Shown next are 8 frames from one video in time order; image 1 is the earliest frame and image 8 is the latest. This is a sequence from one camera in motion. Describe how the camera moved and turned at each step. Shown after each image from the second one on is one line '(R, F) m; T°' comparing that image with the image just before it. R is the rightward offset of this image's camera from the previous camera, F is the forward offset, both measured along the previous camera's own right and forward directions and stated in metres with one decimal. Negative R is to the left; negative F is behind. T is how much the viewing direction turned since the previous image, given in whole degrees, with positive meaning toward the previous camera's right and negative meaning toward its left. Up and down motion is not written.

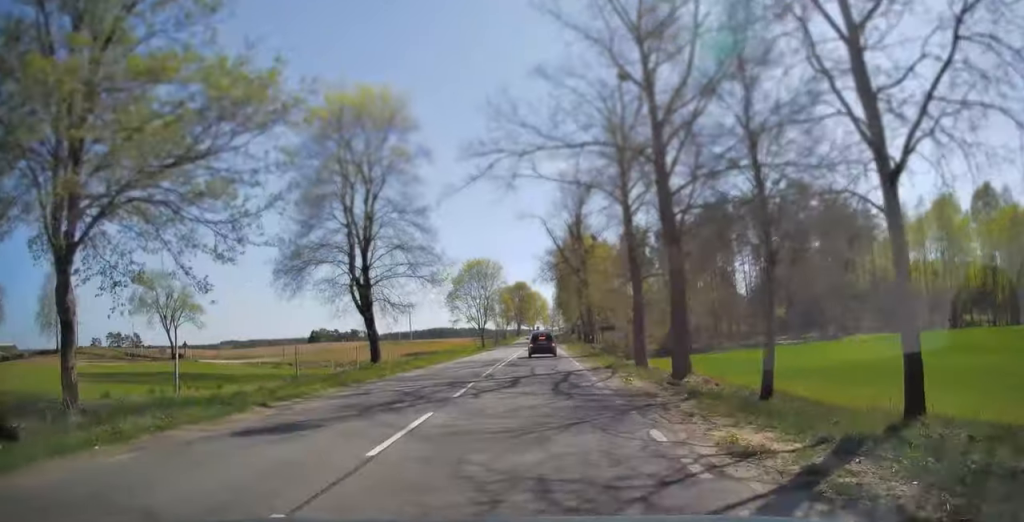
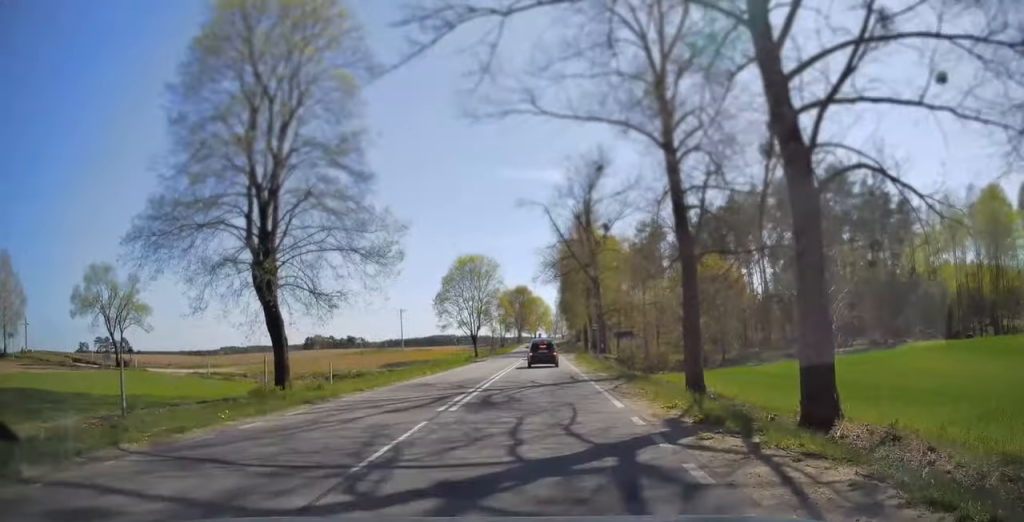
(-0.1, +13.3) m; 0°
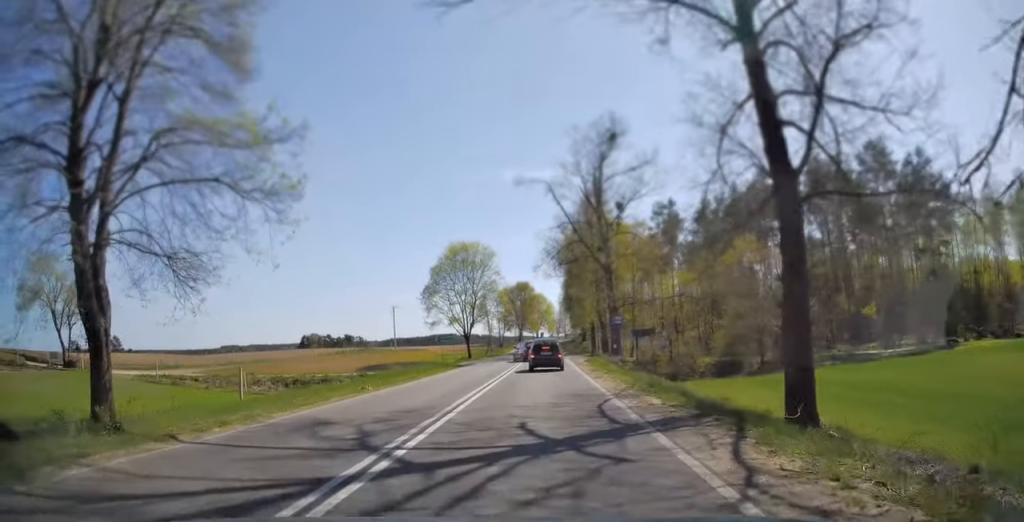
(+0.1, +10.4) m; 0°
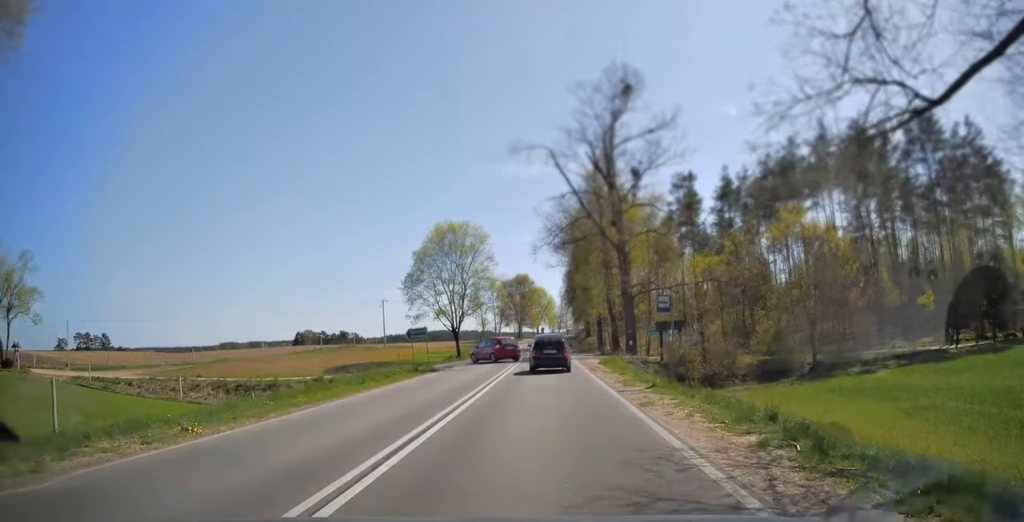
(0.0, +10.1) m; 0°
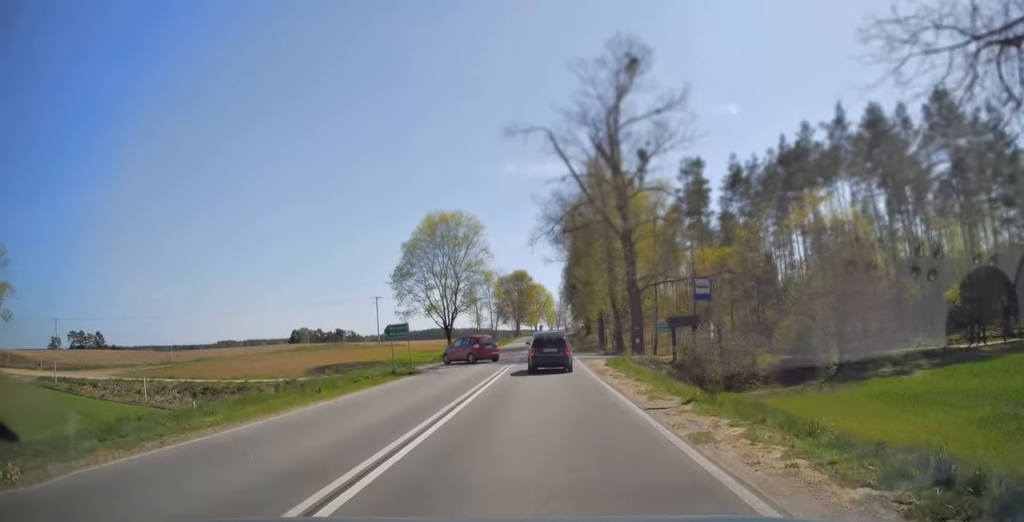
(0.0, +4.1) m; 0°
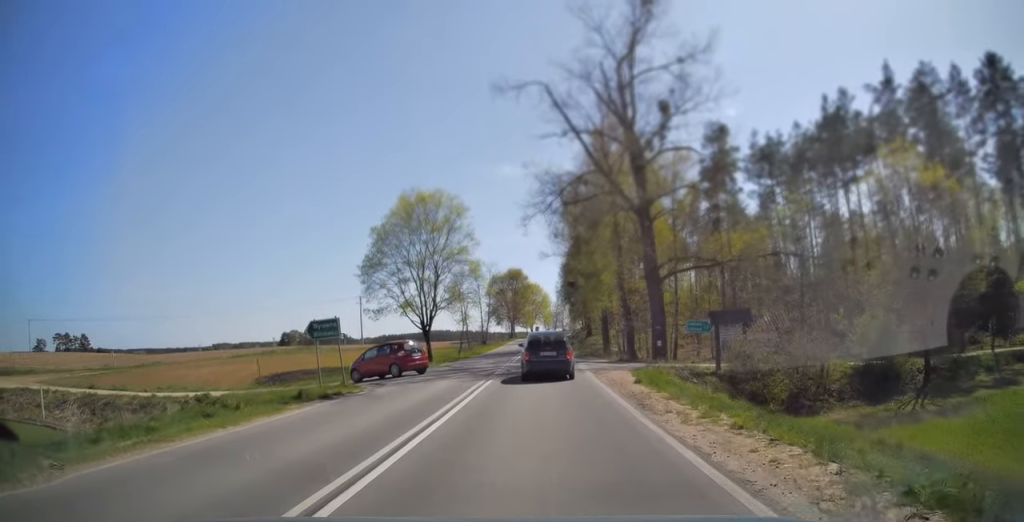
(0.0, +9.7) m; 0°
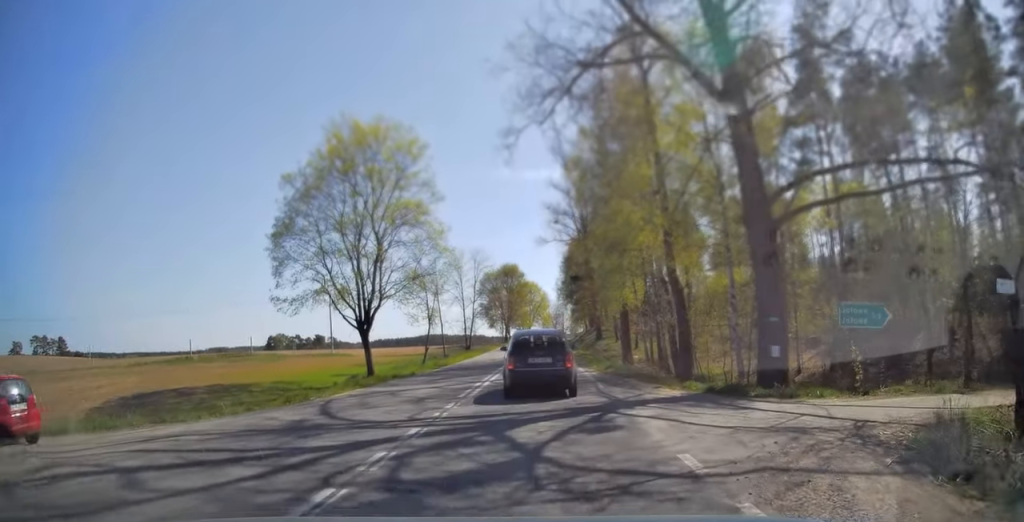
(+0.1, +17.7) m; 0°
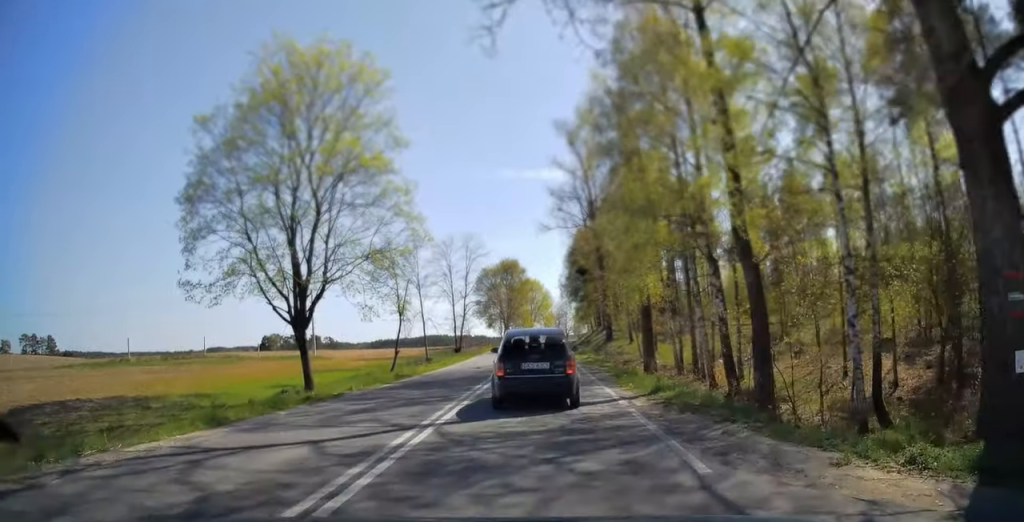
(-0.1, +9.4) m; 0°
